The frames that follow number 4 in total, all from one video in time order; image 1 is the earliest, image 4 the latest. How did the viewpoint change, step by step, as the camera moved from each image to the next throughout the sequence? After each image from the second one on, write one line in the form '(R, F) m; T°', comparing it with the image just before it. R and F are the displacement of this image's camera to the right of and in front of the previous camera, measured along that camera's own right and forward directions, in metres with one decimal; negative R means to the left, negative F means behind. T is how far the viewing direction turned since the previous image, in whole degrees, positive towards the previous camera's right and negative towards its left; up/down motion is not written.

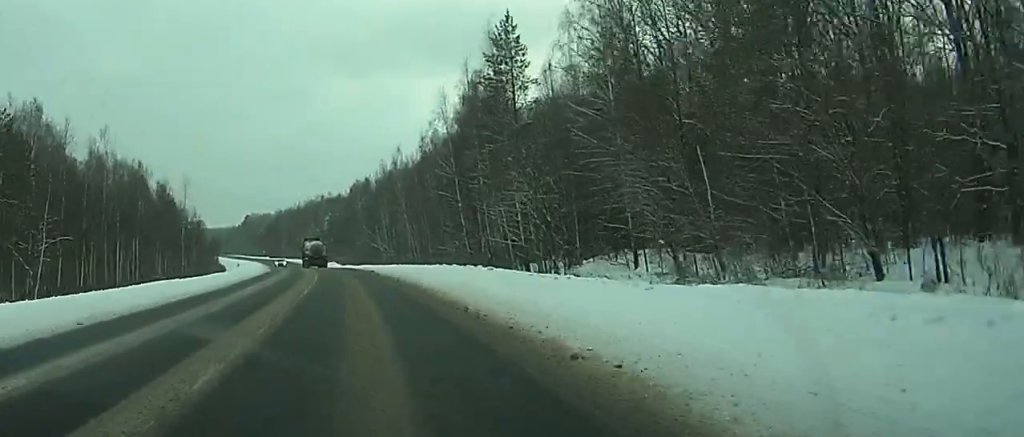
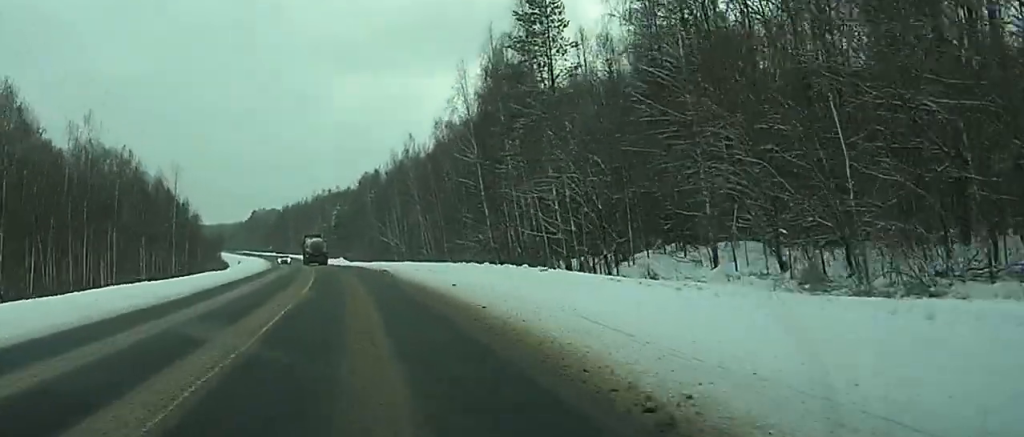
(+0.3, +11.4) m; +1°
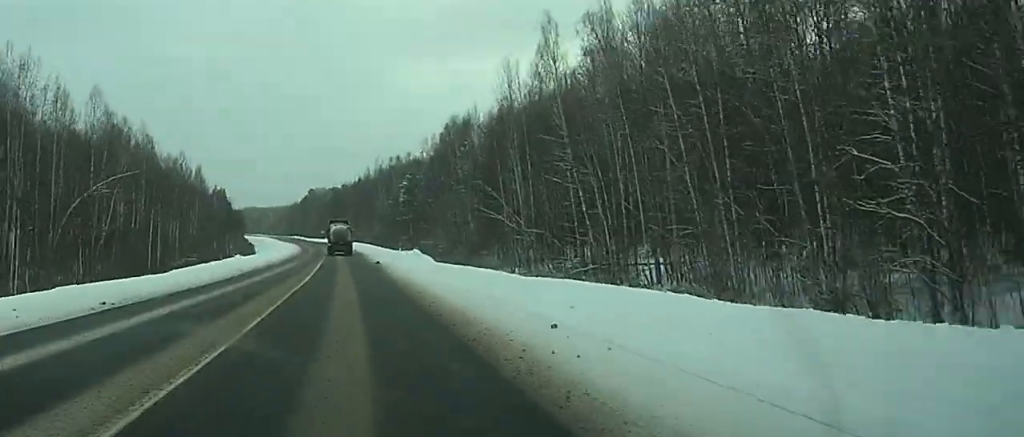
(-3.7, +71.2) m; -8°
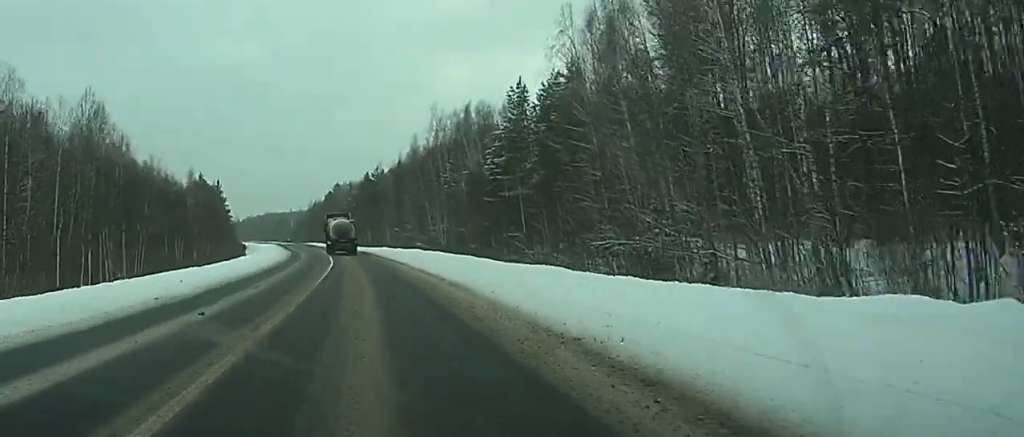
(-9.3, +91.3) m; -2°
